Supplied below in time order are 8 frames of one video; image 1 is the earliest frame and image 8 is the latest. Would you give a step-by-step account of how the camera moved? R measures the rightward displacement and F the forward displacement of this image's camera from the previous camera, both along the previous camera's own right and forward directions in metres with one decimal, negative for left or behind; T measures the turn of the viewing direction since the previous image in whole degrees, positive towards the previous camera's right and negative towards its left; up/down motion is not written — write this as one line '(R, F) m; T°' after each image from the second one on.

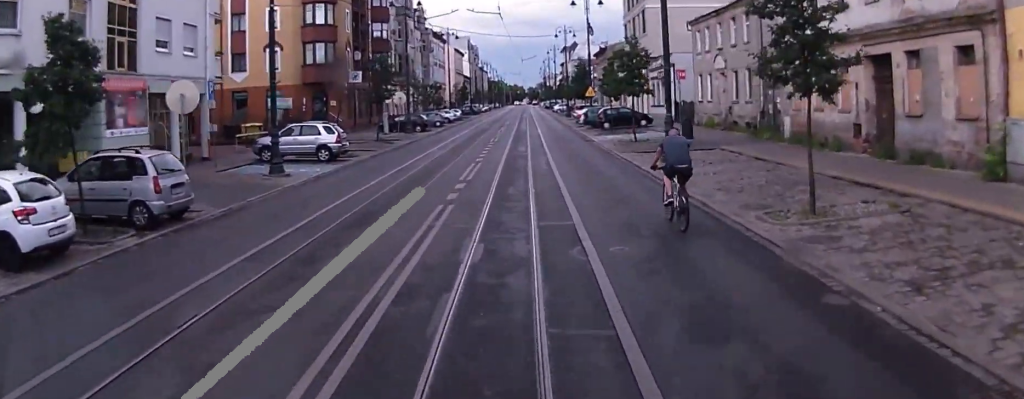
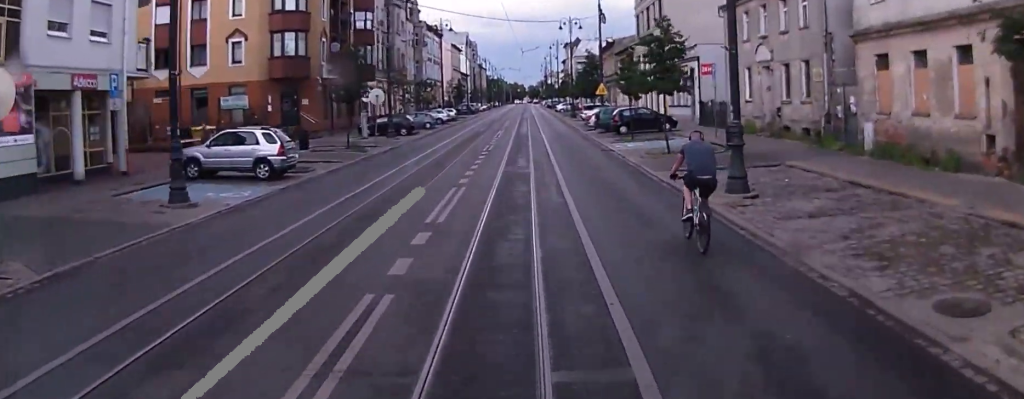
(0.0, +7.1) m; 0°
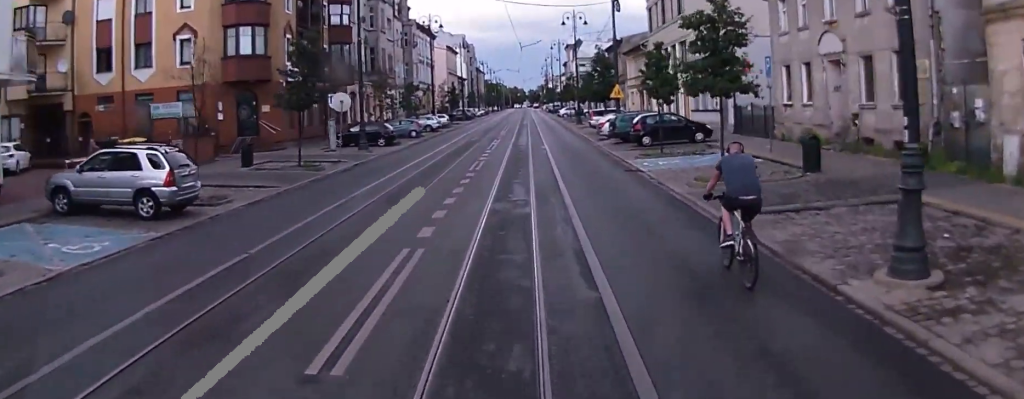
(+0.1, +7.7) m; 0°
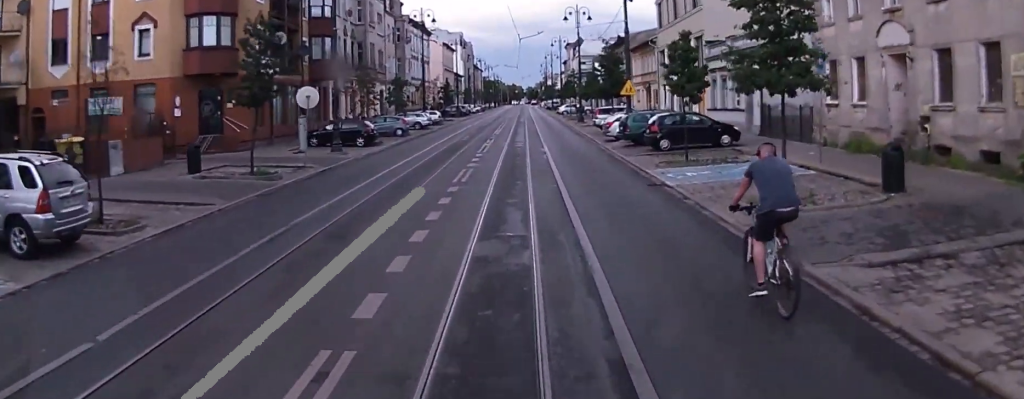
(-0.1, +4.8) m; 0°
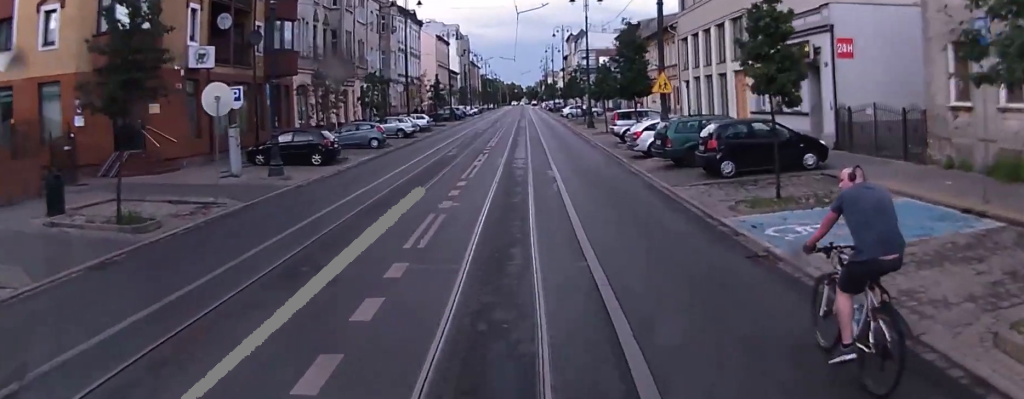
(0.0, +8.4) m; +1°
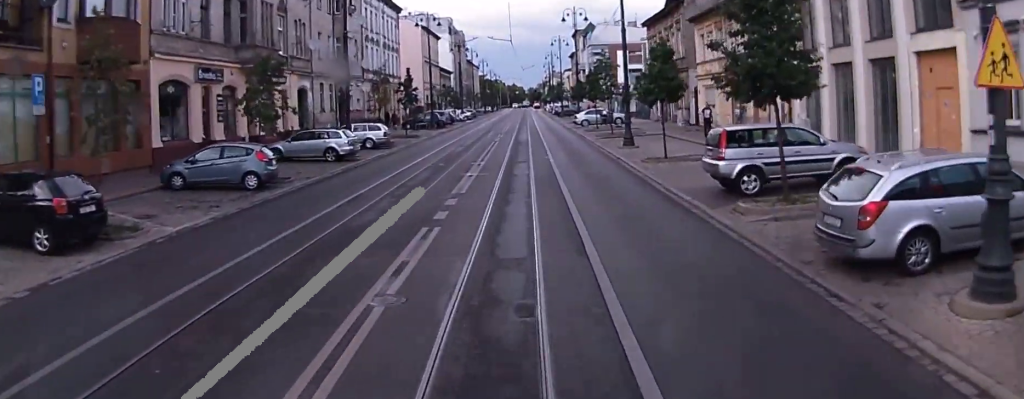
(+0.7, +18.1) m; +2°
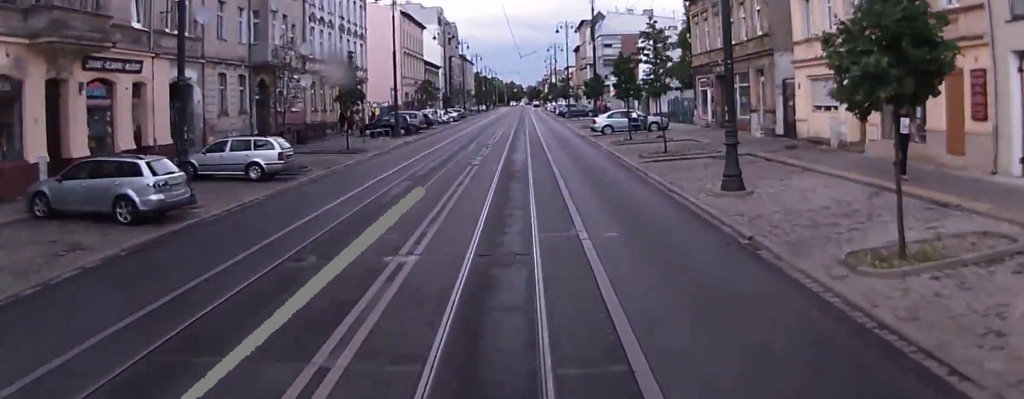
(-0.4, +17.1) m; -1°
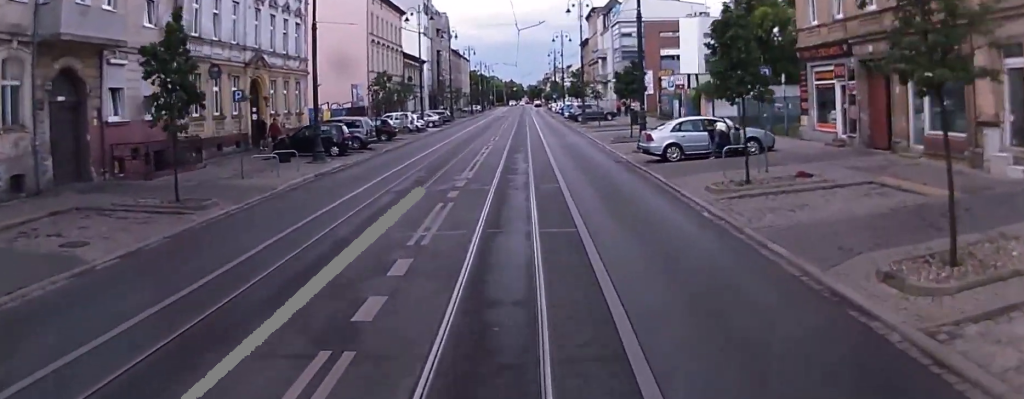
(+0.3, +18.7) m; 0°
